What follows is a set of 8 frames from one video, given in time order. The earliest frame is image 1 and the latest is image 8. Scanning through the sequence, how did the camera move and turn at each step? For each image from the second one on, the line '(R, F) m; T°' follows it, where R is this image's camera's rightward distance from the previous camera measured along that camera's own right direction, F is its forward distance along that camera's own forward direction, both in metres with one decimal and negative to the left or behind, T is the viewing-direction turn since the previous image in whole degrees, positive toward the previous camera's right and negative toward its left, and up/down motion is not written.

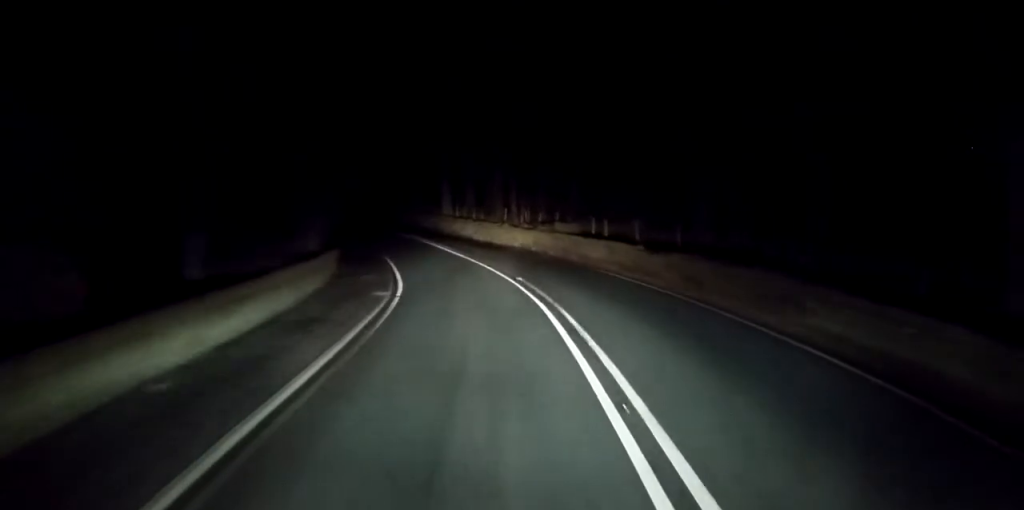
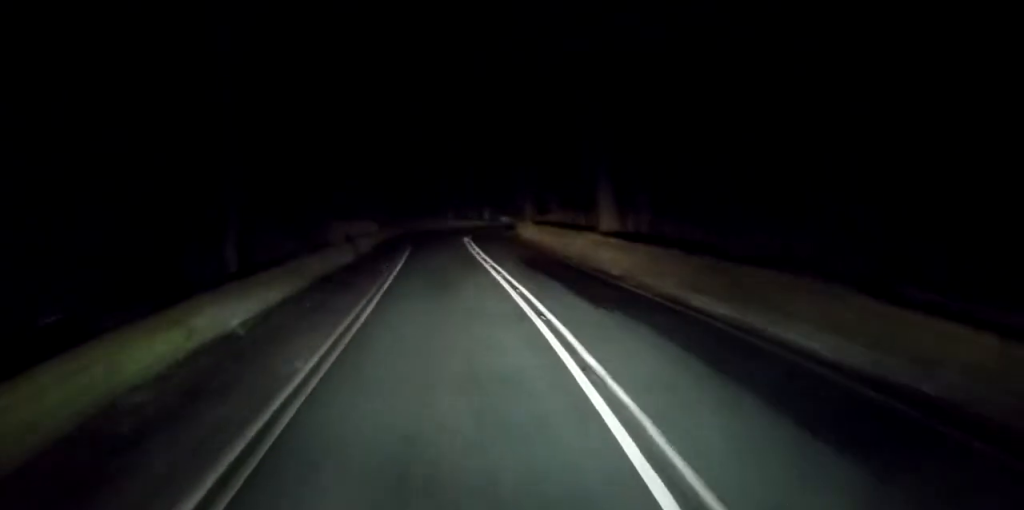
(0.0, +27.3) m; 0°
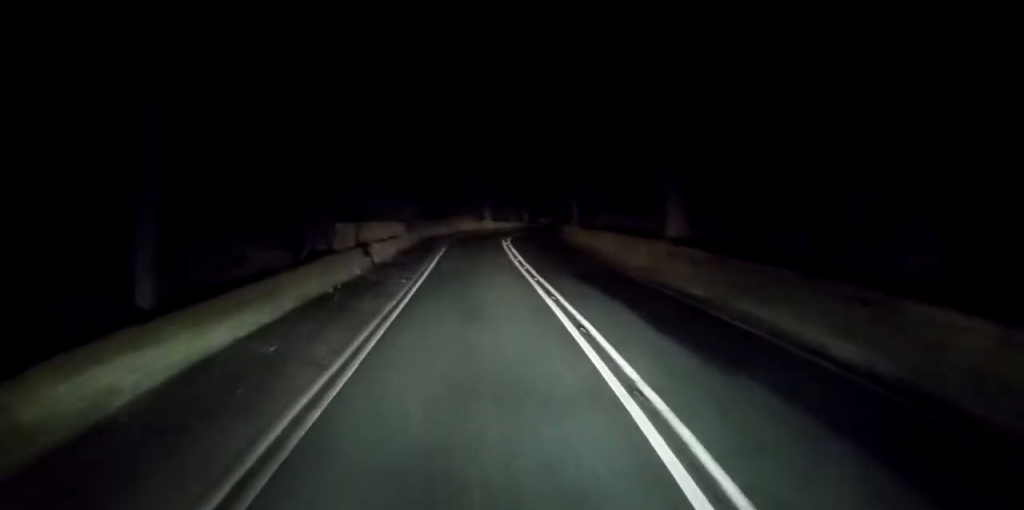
(0.0, +5.2) m; 0°
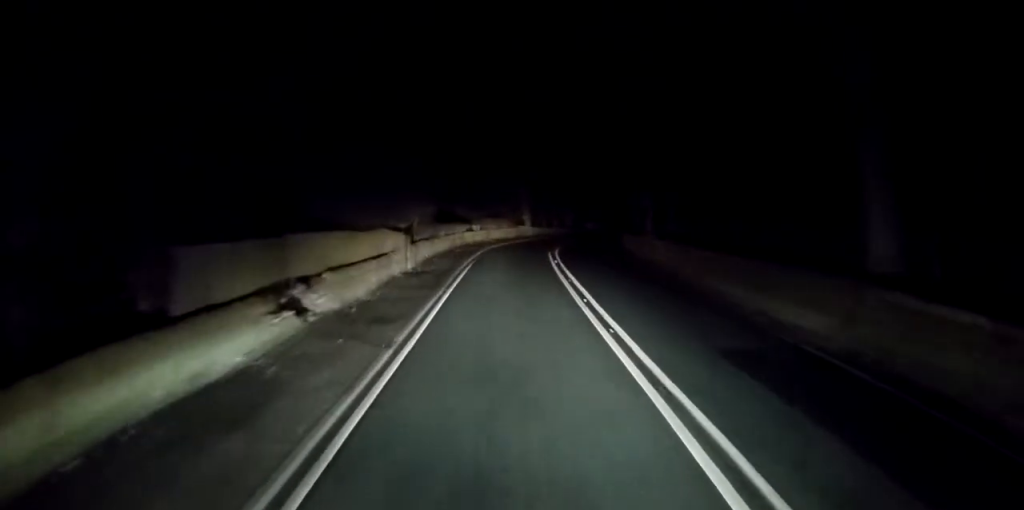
(0.0, +11.7) m; 0°
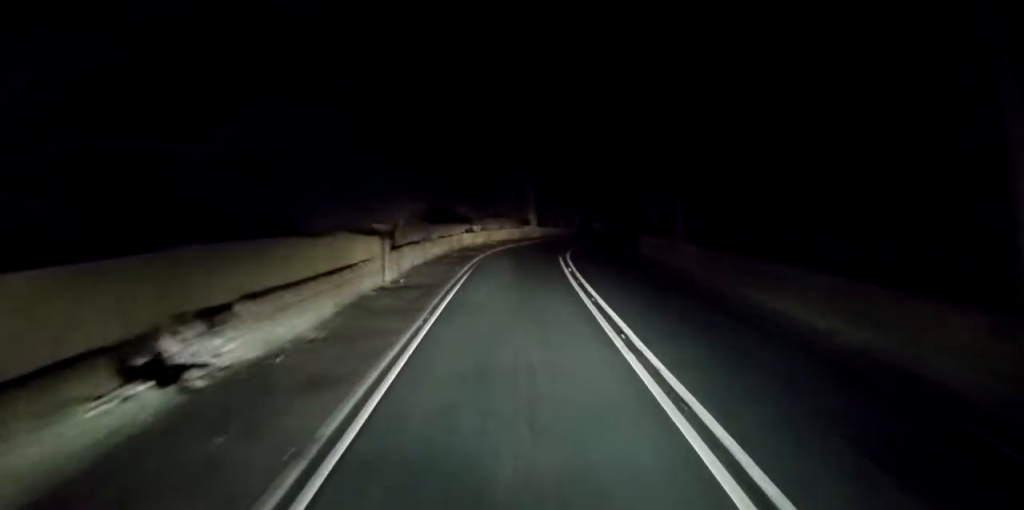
(0.0, +4.8) m; 0°
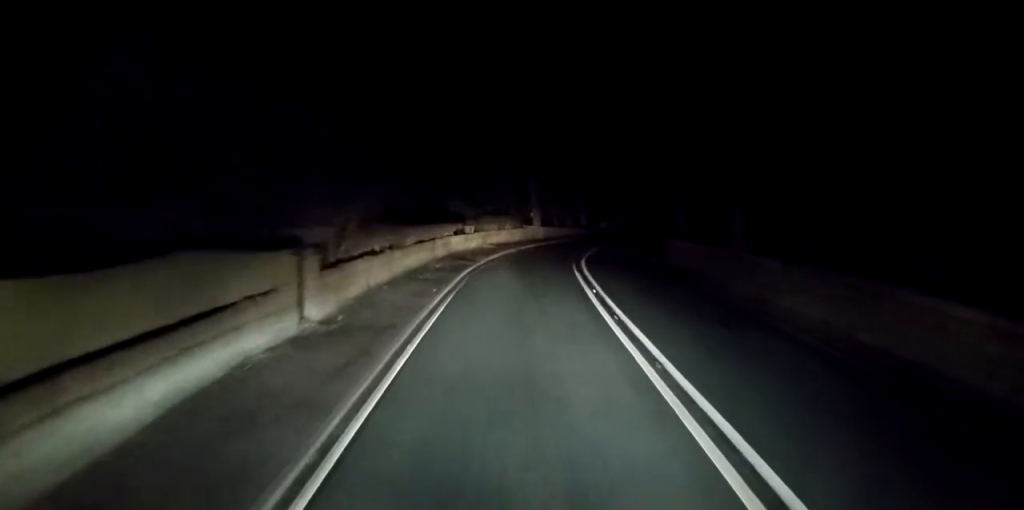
(0.0, +7.1) m; -1°
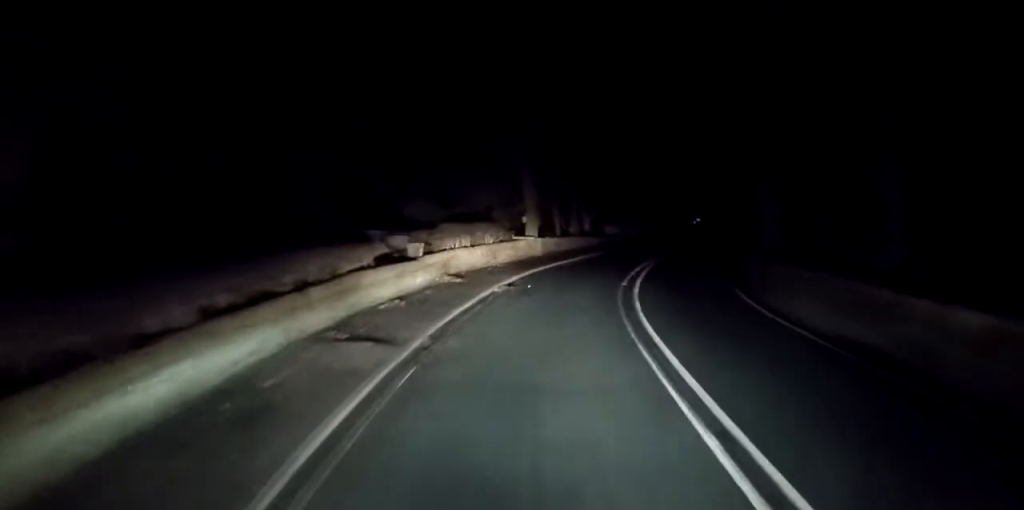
(-0.7, +16.0) m; -5°
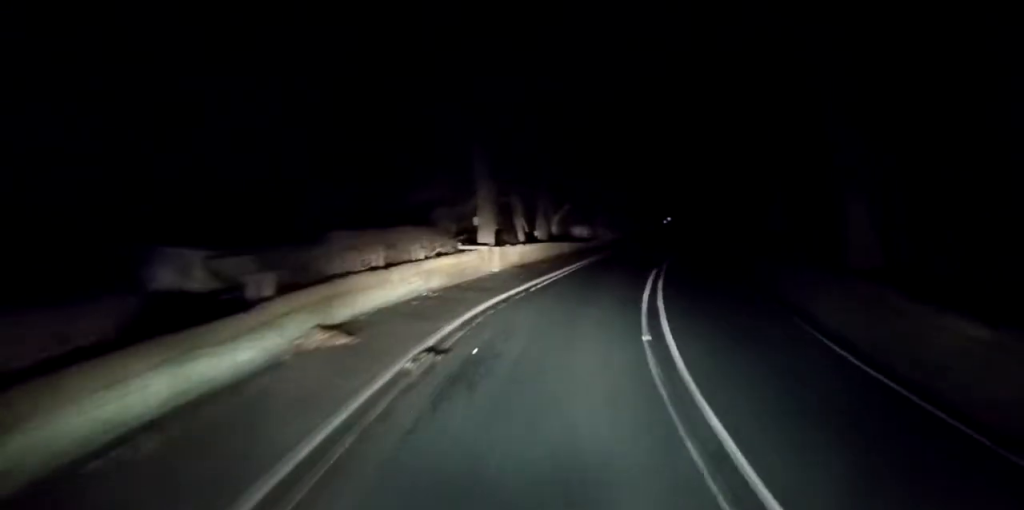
(-0.3, +9.6) m; 0°
